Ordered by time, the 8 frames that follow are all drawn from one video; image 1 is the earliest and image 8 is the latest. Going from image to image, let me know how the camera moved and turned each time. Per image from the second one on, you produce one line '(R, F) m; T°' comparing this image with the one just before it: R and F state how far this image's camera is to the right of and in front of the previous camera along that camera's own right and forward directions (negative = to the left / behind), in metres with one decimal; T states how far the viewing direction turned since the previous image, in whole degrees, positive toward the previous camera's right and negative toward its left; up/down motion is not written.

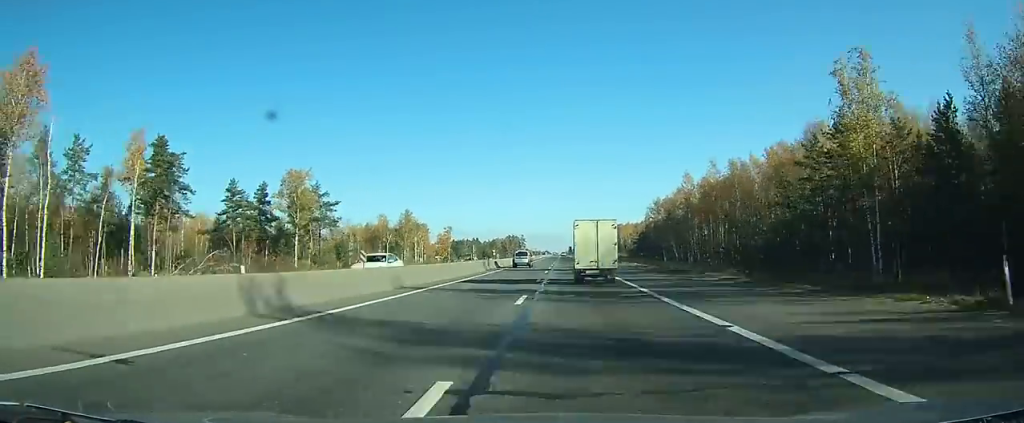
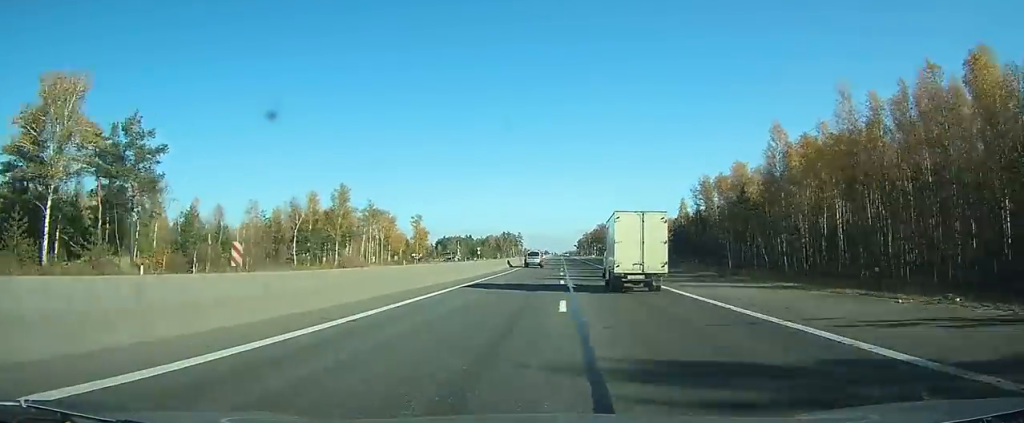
(-0.1, +48.5) m; 0°
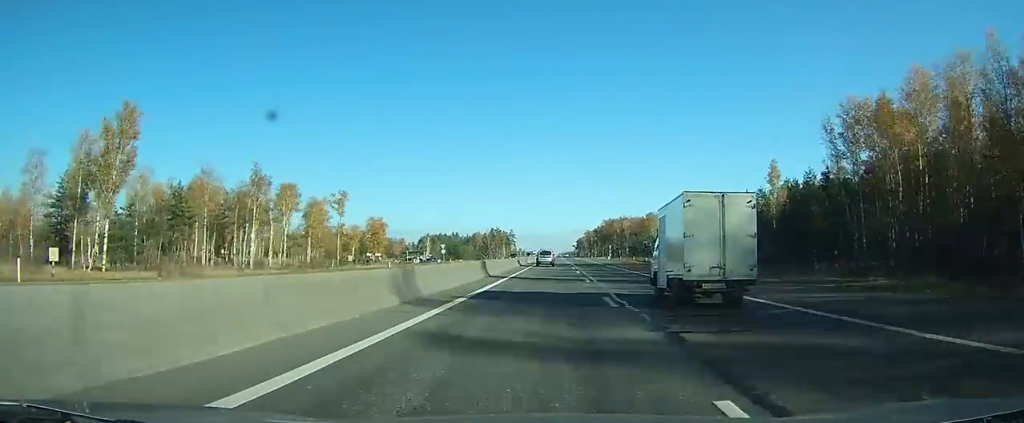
(-0.1, +55.1) m; 0°
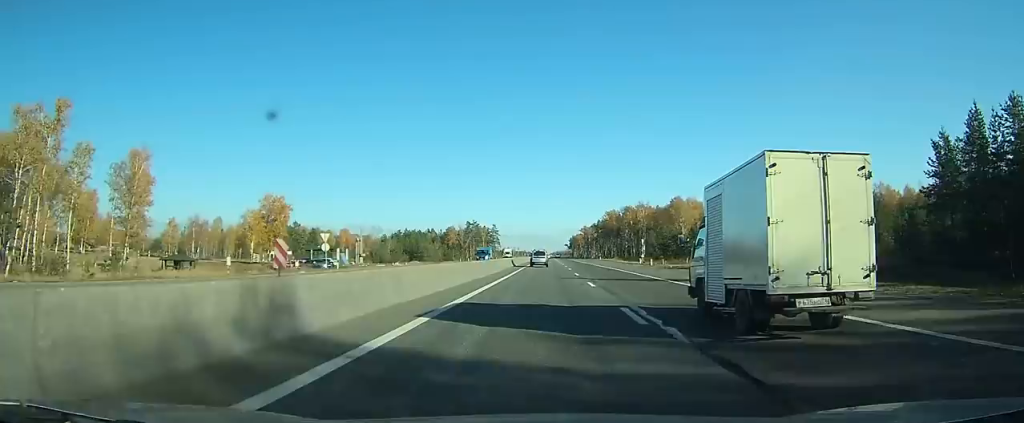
(+0.4, +64.4) m; +1°
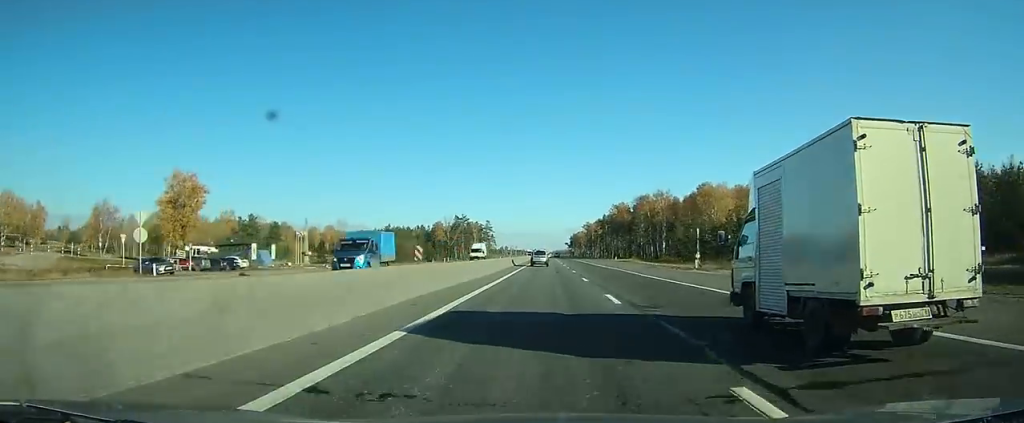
(+0.1, +32.5) m; 0°
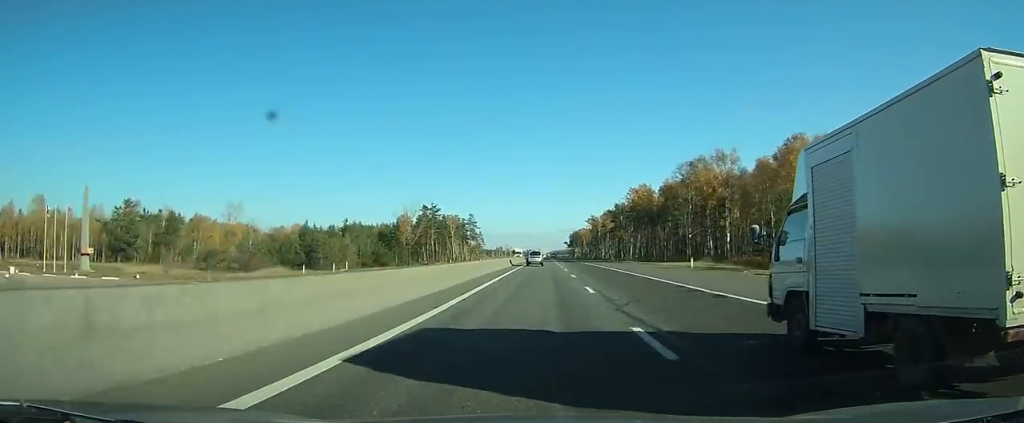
(0.0, +56.0) m; 0°
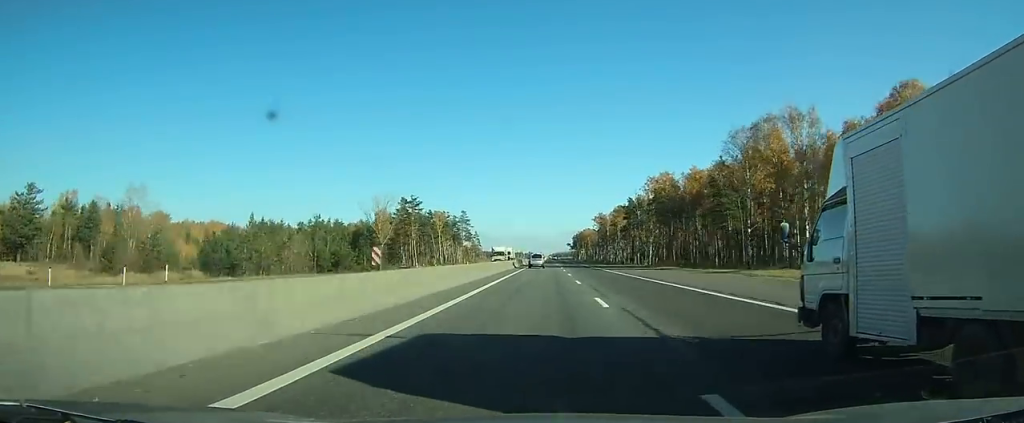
(0.0, +27.9) m; 0°
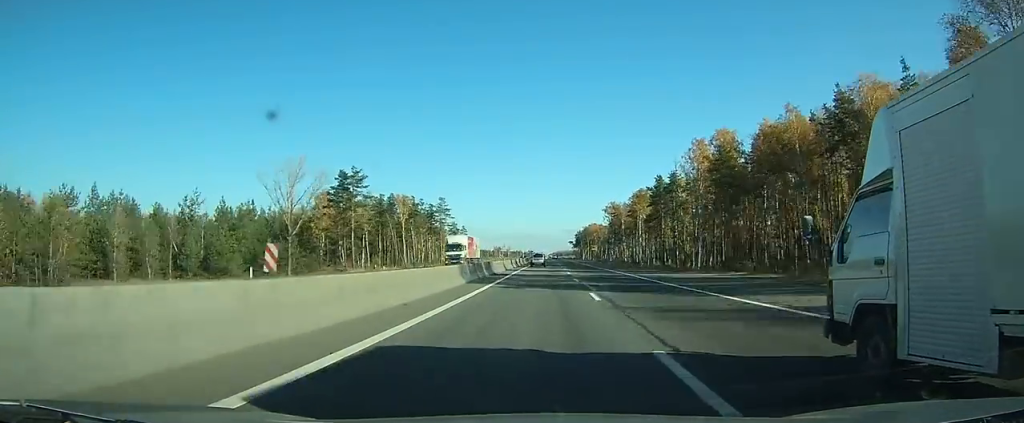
(0.0, +43.9) m; 0°
